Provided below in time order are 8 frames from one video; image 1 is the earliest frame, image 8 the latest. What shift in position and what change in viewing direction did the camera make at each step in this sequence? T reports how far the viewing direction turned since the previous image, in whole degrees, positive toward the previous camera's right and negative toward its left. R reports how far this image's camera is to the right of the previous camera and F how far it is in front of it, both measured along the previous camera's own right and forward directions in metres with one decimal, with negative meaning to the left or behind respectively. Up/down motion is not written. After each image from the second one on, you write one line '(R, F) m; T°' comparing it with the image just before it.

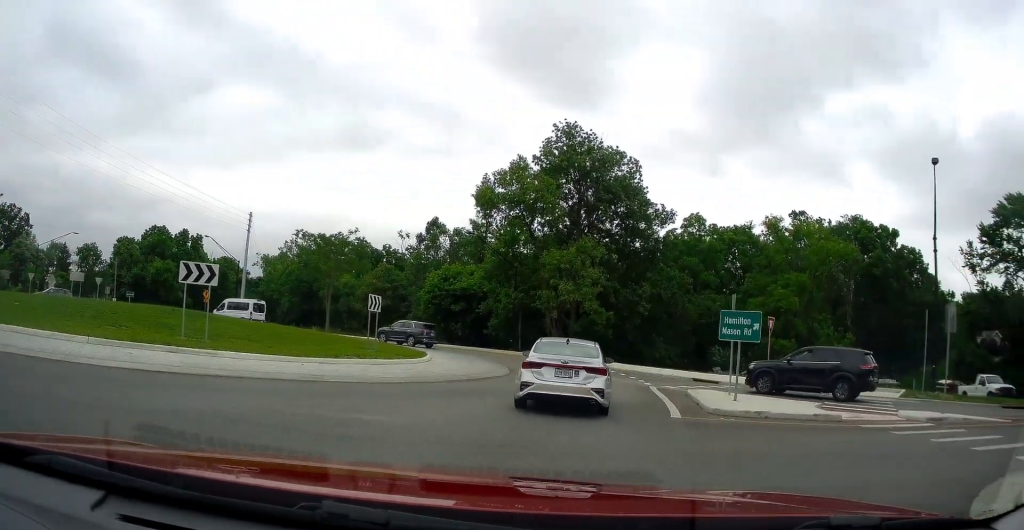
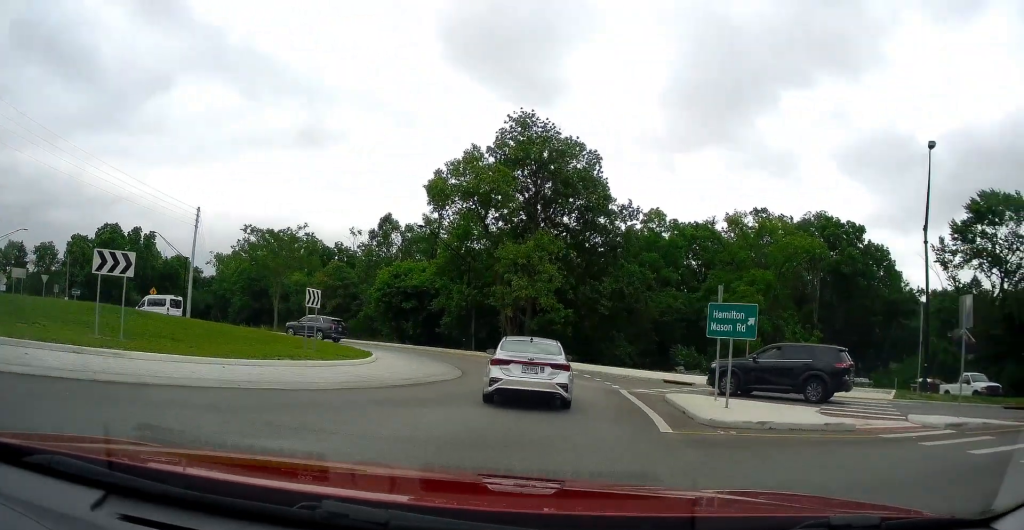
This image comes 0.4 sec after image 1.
(0.0, +2.0) m; +2°
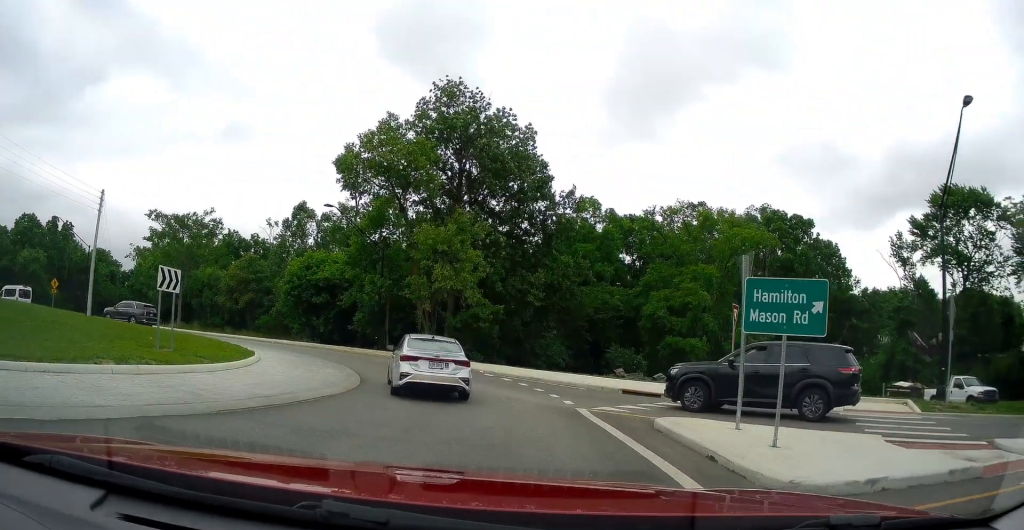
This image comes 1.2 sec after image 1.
(+0.1, +4.6) m; +4°
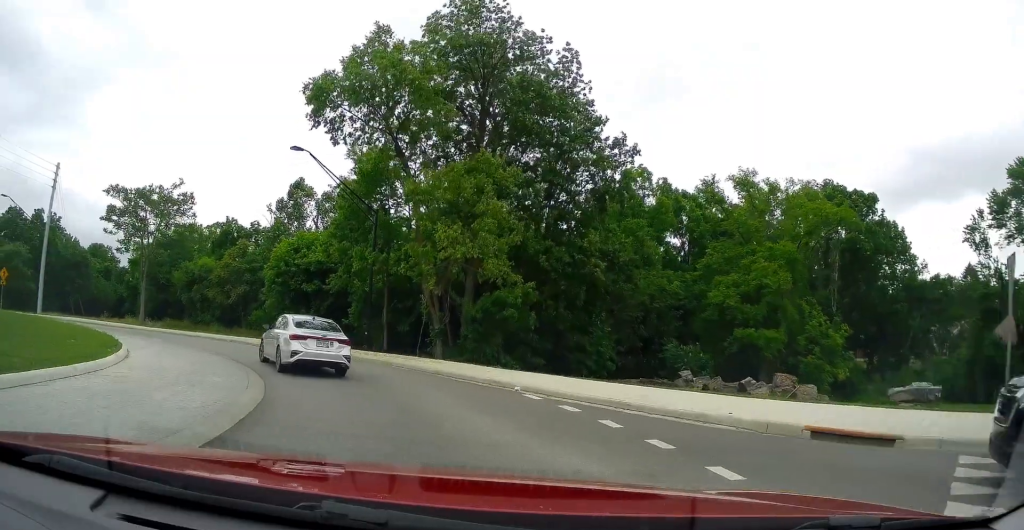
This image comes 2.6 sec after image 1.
(+0.6, +9.1) m; -4°
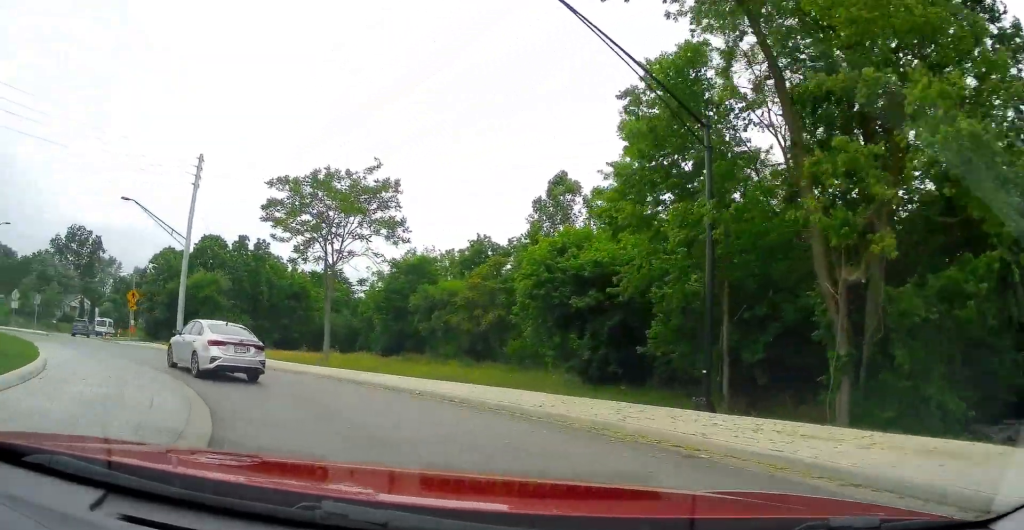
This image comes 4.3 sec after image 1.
(-3.7, +12.3) m; -32°
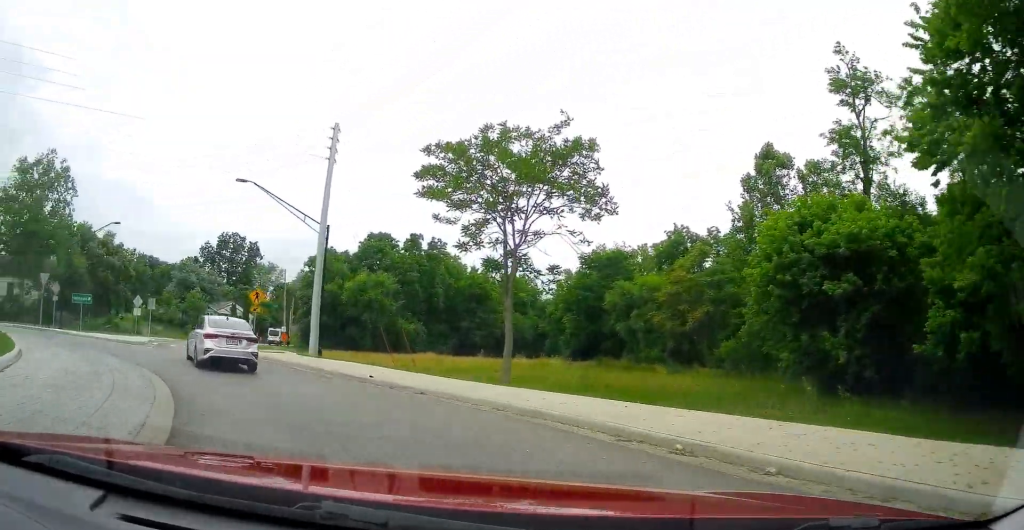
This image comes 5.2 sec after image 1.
(-0.9, +6.8) m; -18°
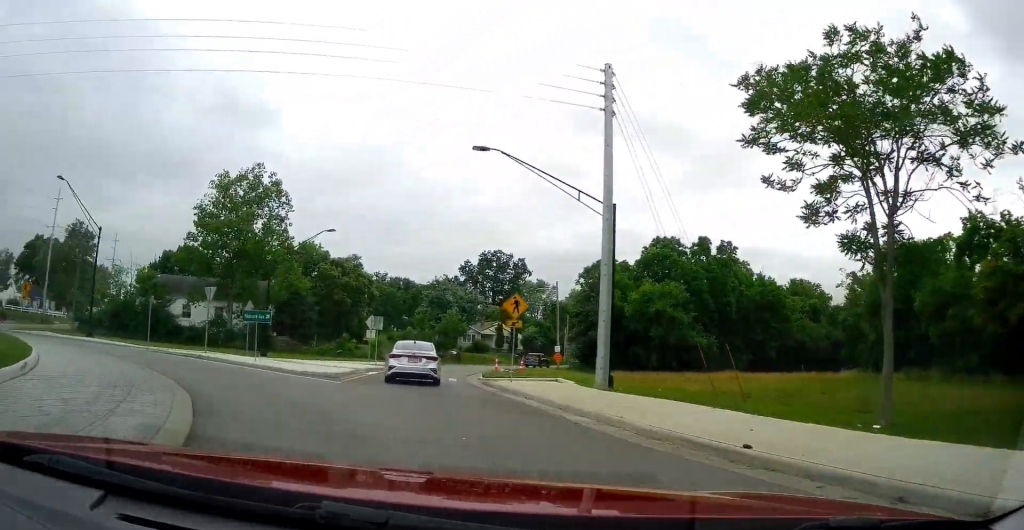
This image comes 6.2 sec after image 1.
(-1.6, +7.7) m; -30°
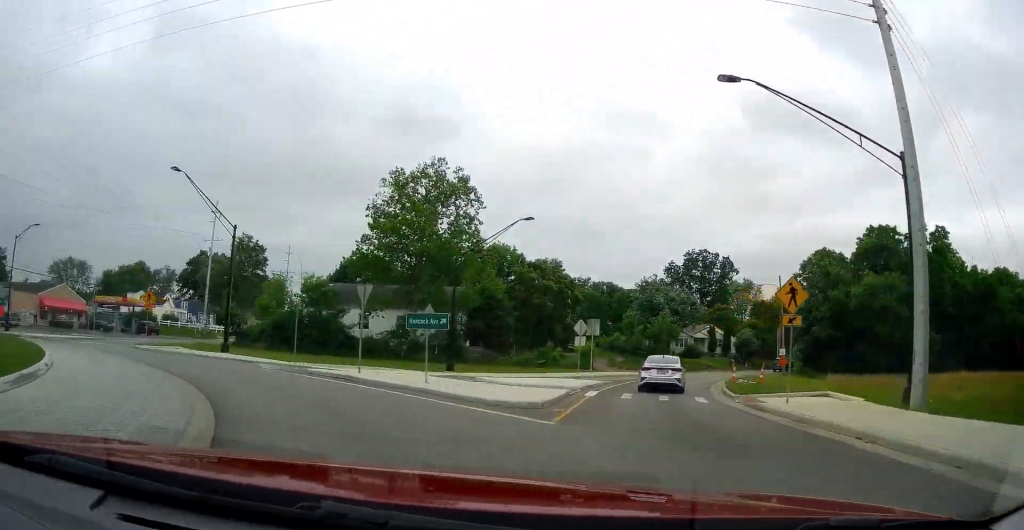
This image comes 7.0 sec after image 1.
(-1.1, +5.7) m; -25°
